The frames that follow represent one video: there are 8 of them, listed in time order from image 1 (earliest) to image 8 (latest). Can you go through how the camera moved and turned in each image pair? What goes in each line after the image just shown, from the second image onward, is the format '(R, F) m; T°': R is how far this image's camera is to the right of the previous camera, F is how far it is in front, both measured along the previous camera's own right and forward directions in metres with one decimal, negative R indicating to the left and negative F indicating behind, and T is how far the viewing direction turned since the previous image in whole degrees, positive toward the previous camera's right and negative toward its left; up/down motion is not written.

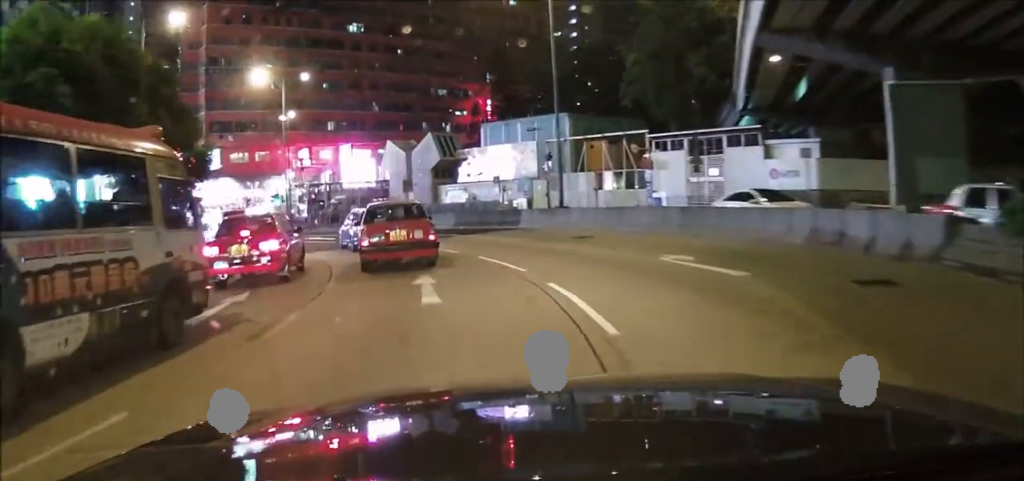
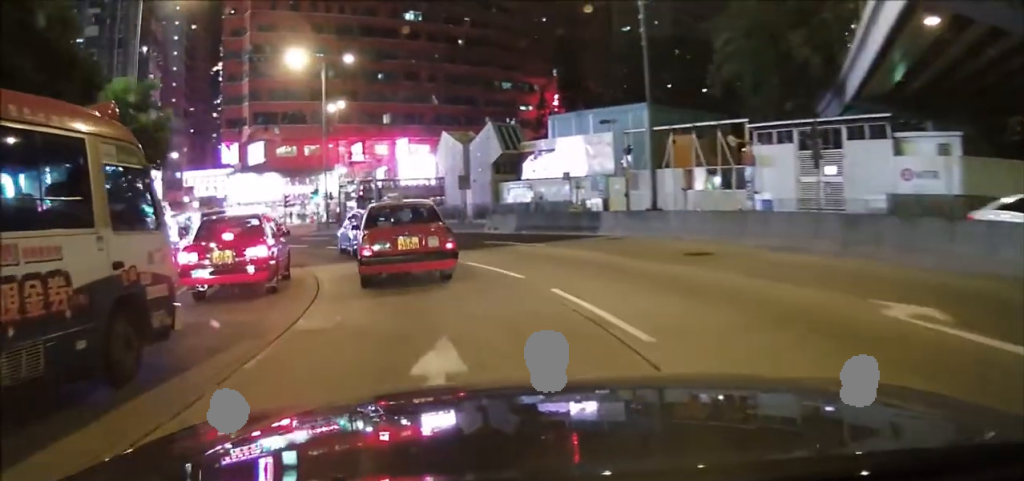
(-0.1, +13.2) m; -1°
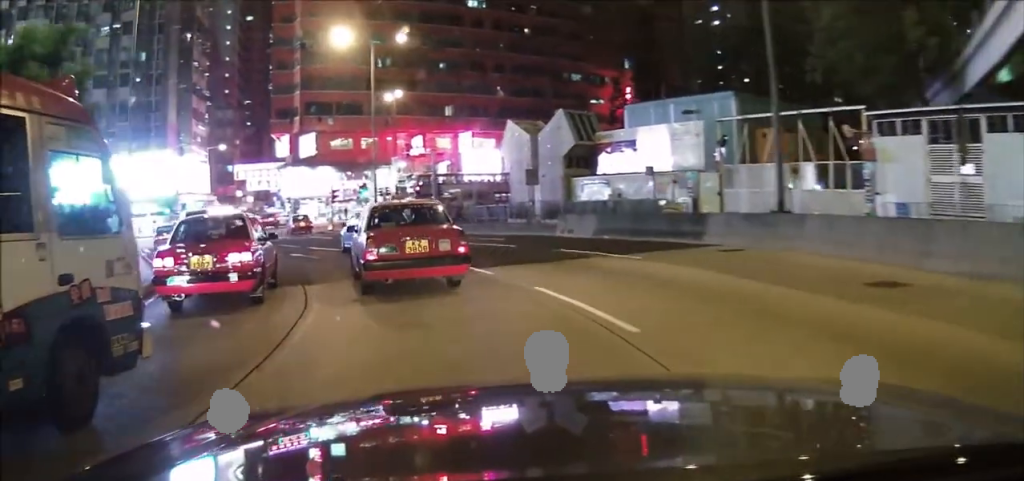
(-0.1, +10.0) m; -2°
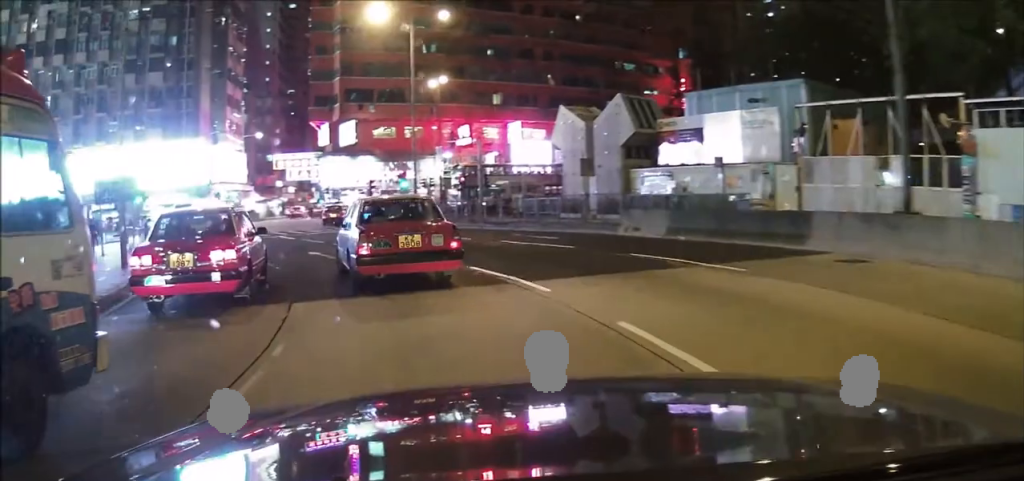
(0.0, +6.3) m; -2°
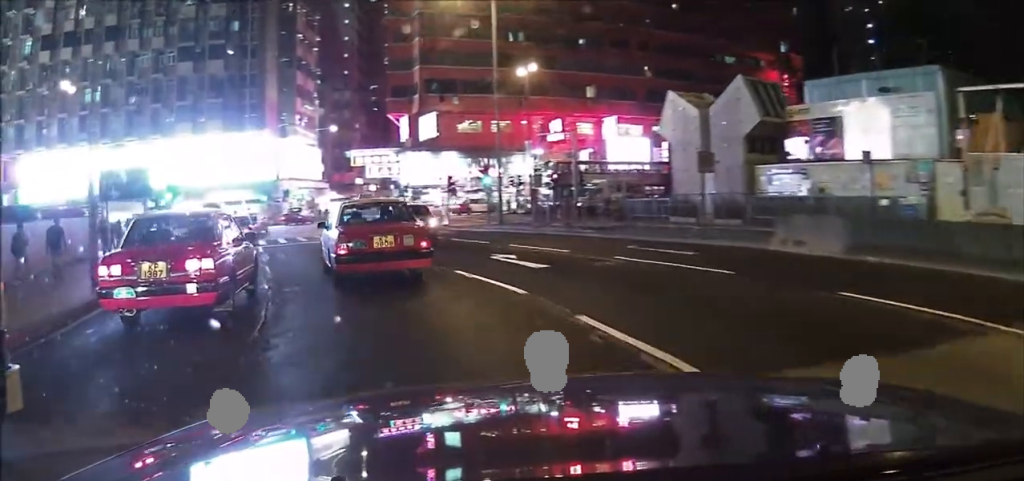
(-0.2, +8.8) m; -5°
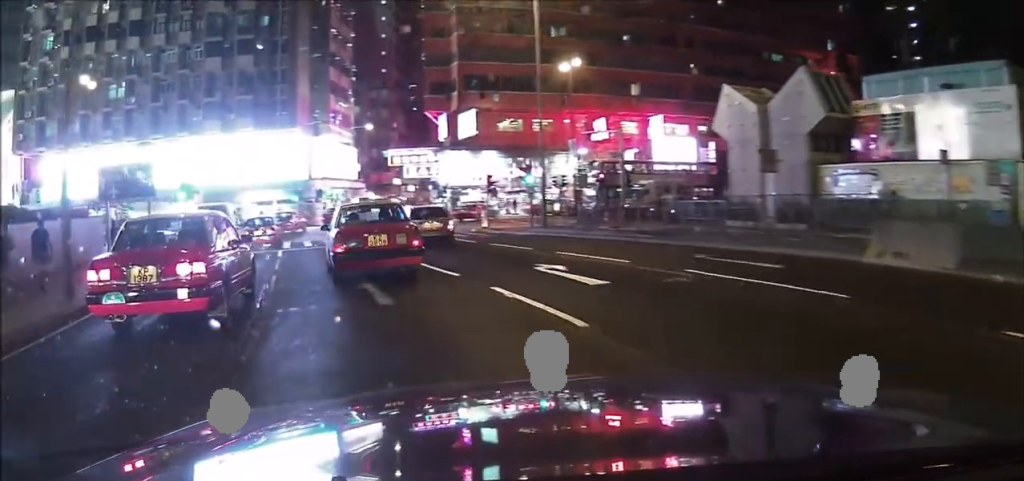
(-0.2, +3.5) m; -5°
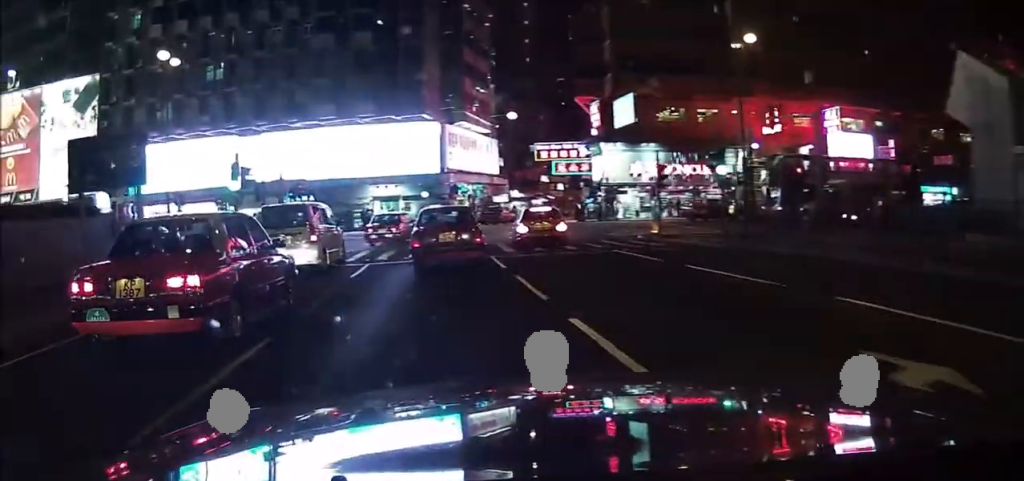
(-1.4, +10.3) m; -19°
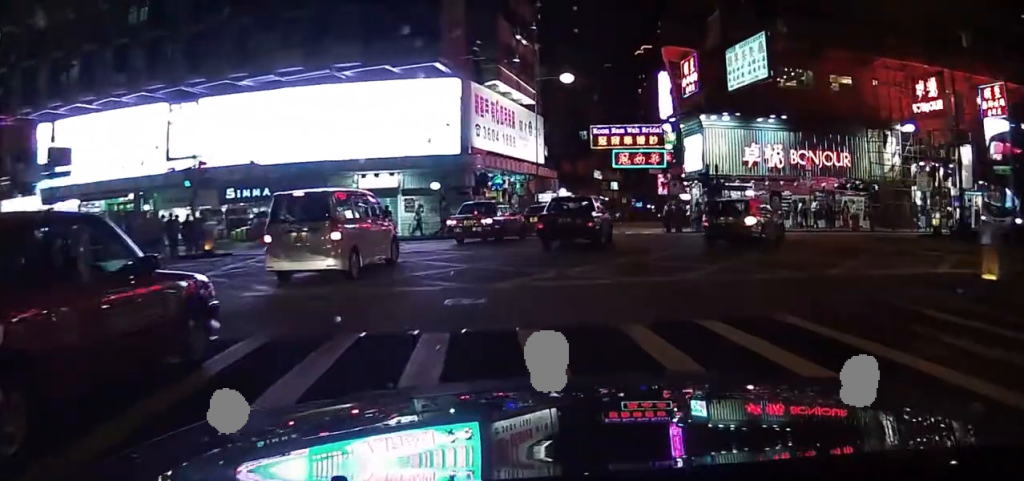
(-4.4, +19.6) m; -14°
